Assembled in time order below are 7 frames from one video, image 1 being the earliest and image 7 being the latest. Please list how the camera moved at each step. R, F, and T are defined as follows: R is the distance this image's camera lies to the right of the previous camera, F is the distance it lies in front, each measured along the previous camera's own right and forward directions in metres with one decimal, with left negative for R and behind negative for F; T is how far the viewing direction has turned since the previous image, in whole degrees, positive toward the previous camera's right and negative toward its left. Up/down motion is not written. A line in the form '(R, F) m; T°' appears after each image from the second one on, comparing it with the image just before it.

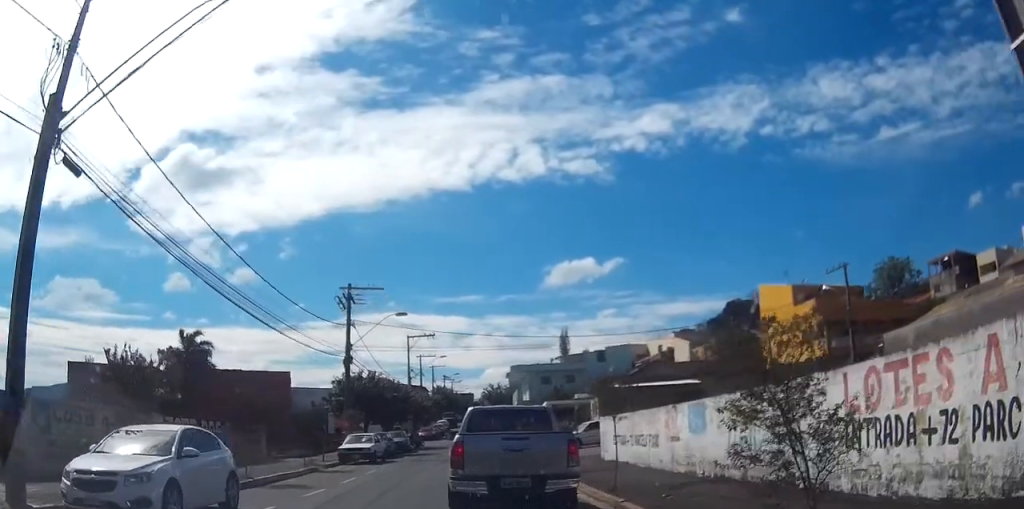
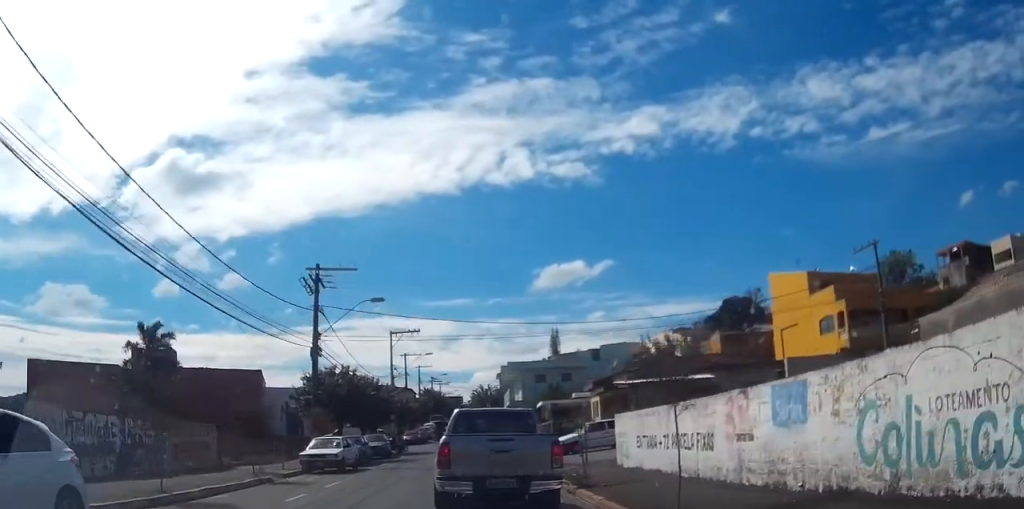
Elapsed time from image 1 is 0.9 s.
(+0.1, +5.4) m; +3°
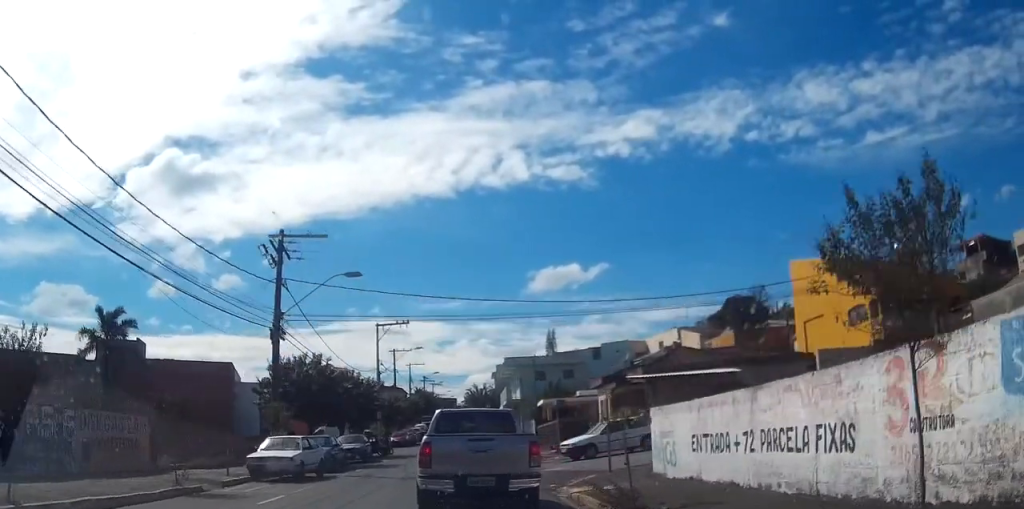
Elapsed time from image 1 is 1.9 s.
(+0.1, +5.8) m; +2°
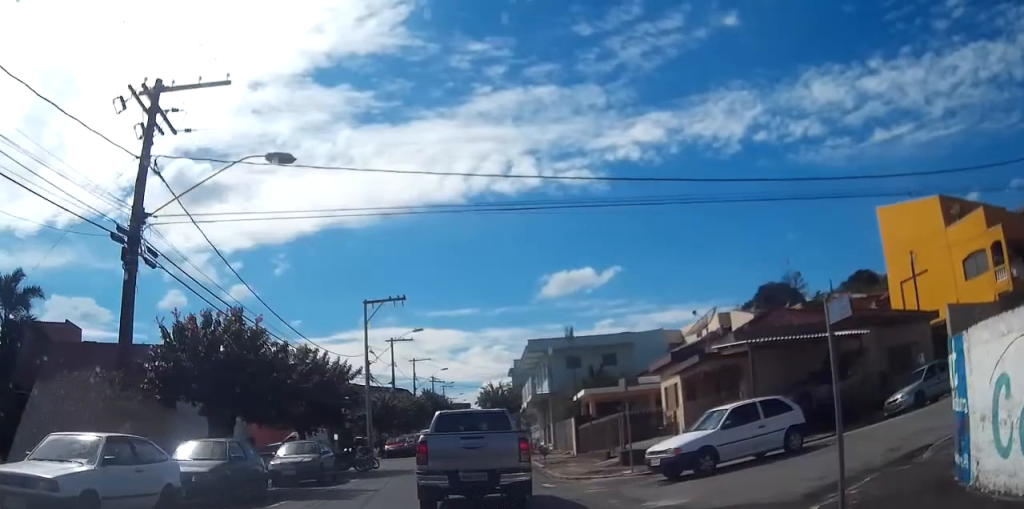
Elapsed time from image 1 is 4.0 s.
(+0.1, +12.9) m; +1°
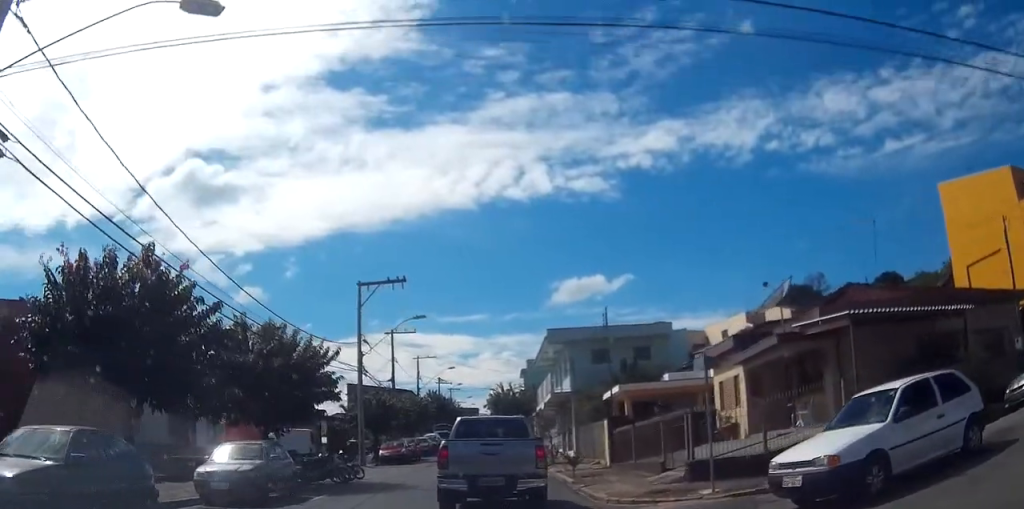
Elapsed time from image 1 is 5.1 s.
(+0.1, +6.4) m; 0°
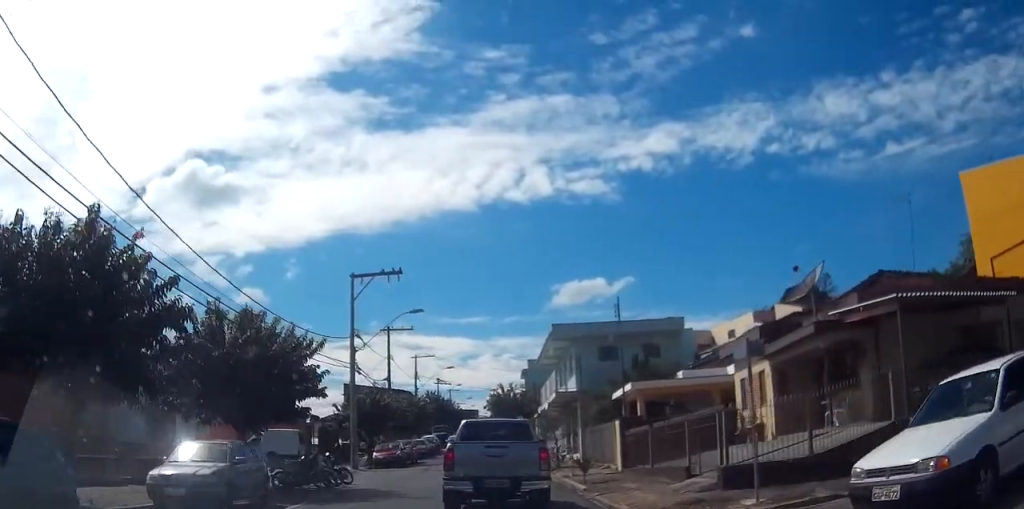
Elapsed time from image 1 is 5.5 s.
(0.0, +2.3) m; 0°
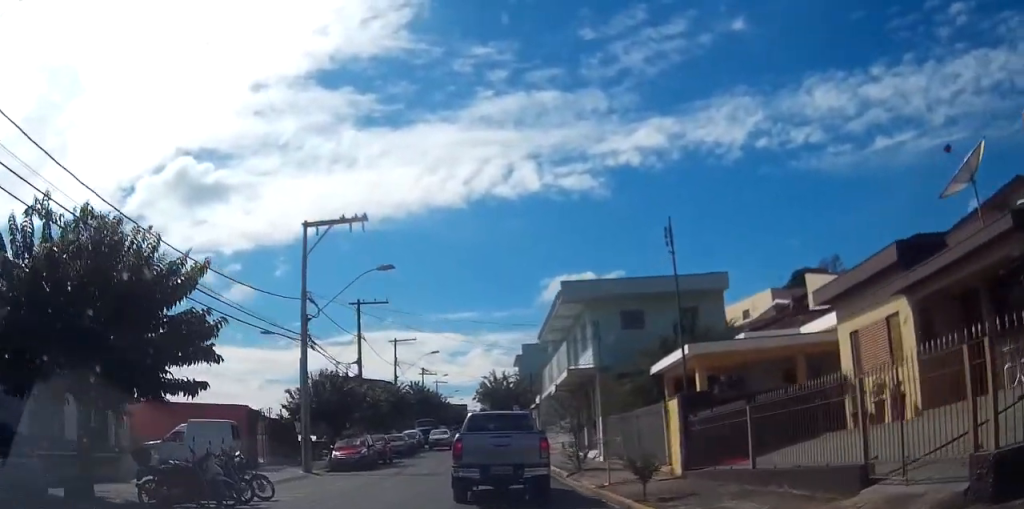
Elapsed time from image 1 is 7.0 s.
(-0.1, +8.4) m; -1°
